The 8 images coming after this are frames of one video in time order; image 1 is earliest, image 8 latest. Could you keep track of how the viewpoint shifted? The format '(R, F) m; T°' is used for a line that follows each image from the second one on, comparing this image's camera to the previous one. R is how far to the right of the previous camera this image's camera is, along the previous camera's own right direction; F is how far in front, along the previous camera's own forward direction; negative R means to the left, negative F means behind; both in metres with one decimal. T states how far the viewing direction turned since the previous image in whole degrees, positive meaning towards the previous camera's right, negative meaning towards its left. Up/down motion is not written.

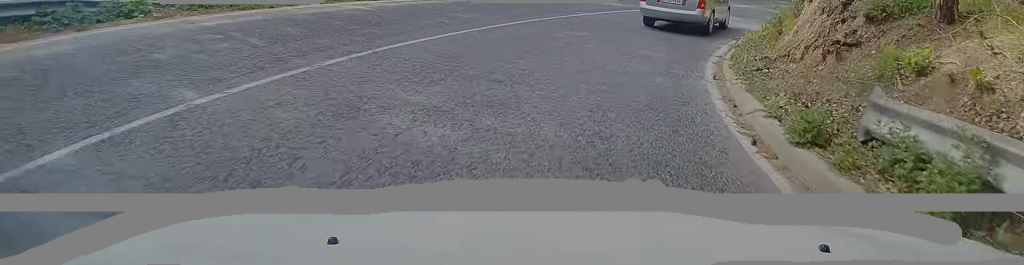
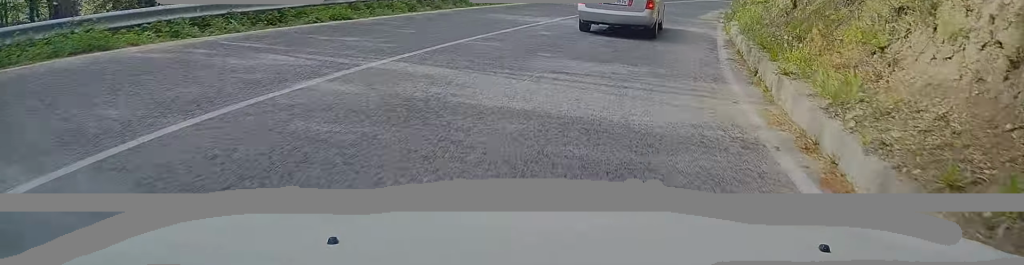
(+2.9, +14.6) m; +18°
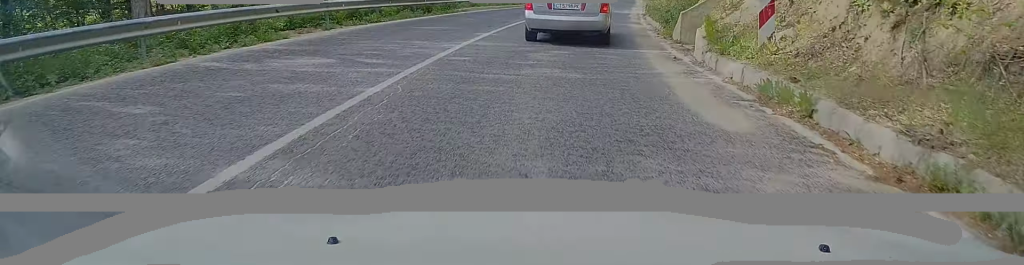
(+2.9, +19.5) m; +15°
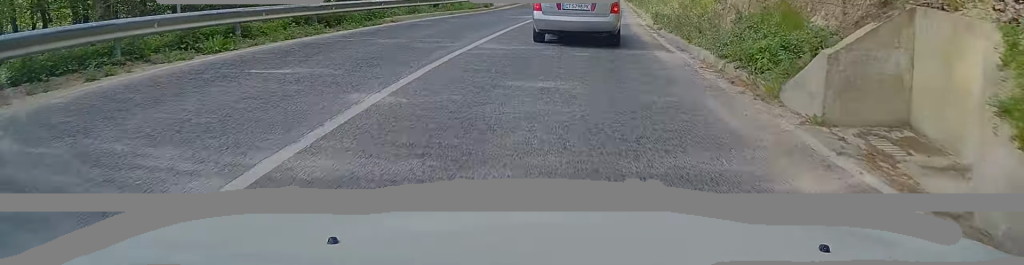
(+0.5, +9.0) m; +5°
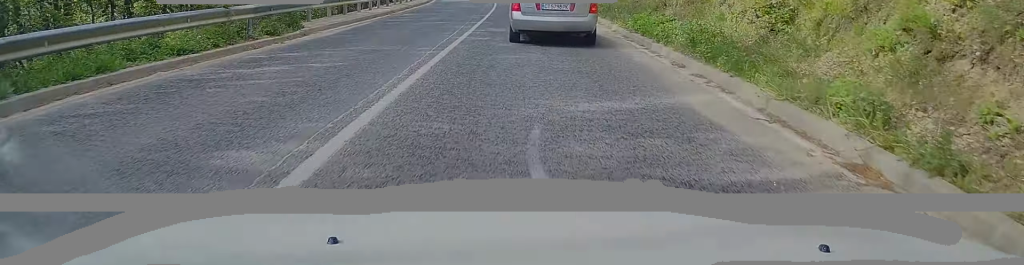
(+1.8, +22.3) m; +7°
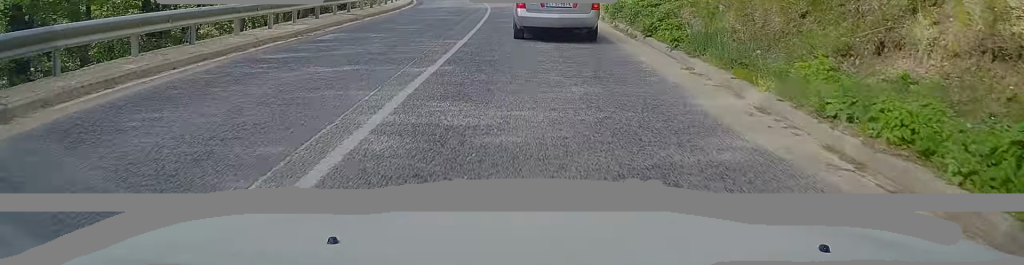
(+0.2, +11.0) m; +1°
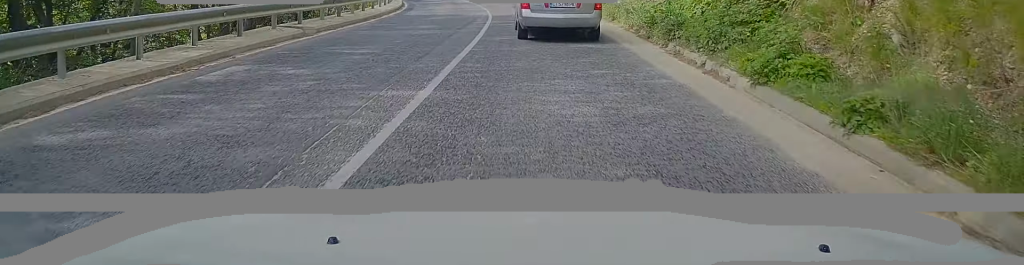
(0.0, +6.0) m; -2°
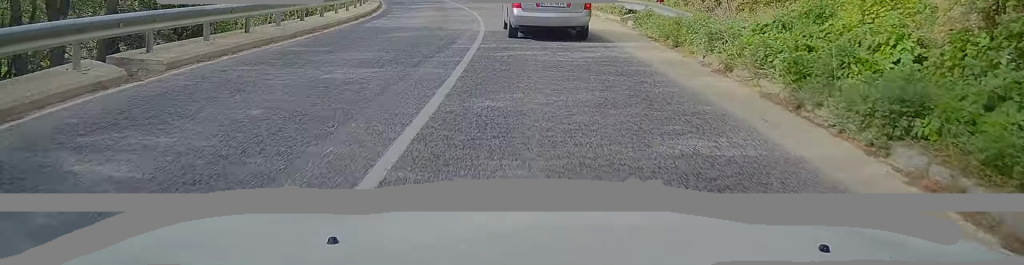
(0.0, +7.7) m; -2°
